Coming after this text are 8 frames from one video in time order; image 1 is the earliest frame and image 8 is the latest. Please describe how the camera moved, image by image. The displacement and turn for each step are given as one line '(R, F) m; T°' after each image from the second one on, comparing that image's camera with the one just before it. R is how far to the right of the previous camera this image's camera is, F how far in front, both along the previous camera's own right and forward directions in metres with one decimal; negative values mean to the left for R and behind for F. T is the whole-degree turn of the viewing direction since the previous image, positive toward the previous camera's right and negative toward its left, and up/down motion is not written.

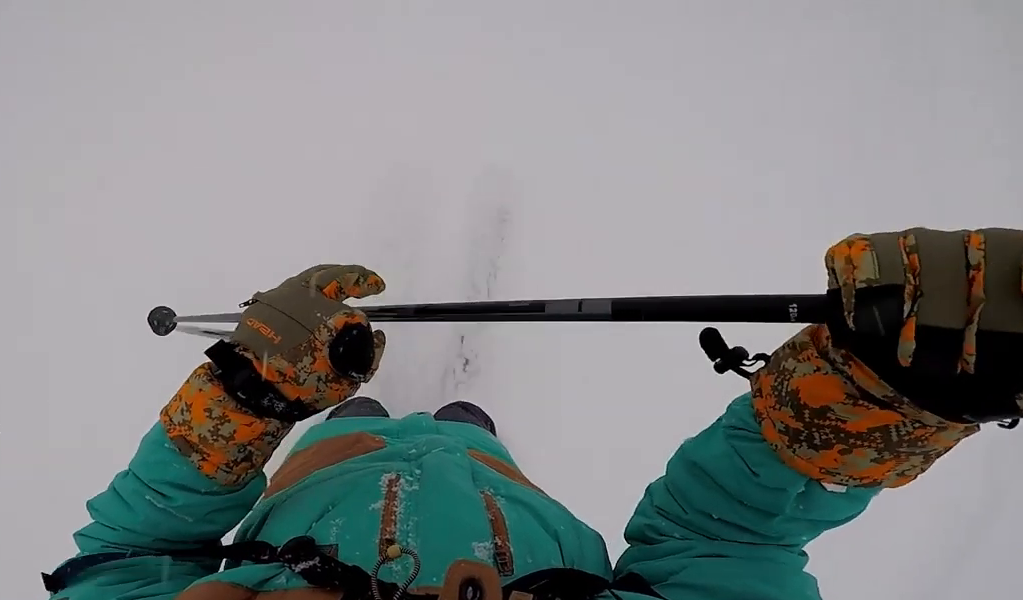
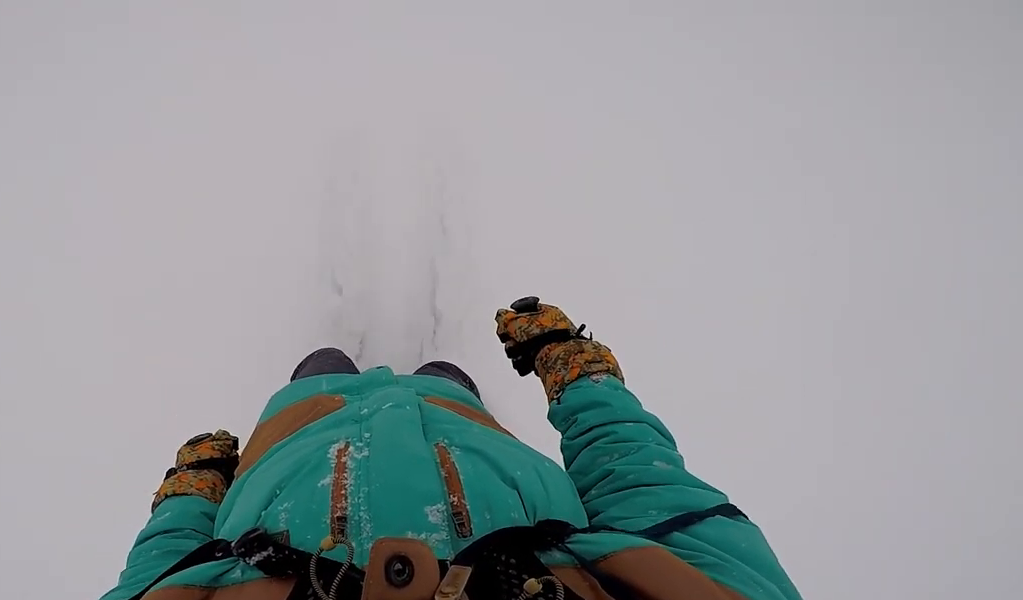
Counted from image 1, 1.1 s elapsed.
(-1.4, +6.7) m; -13°
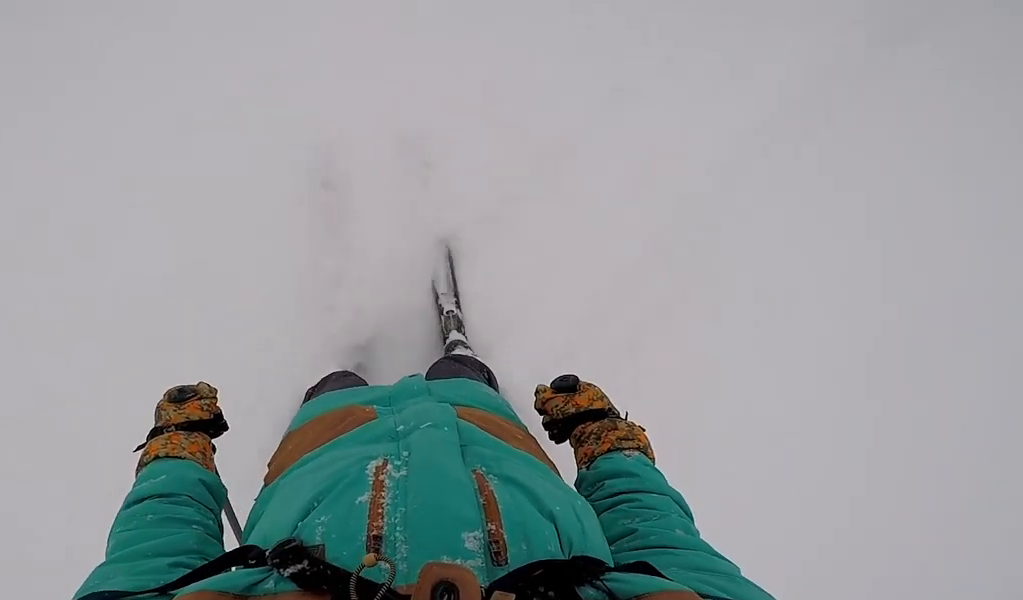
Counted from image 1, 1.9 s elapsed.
(-0.1, +5.1) m; -3°
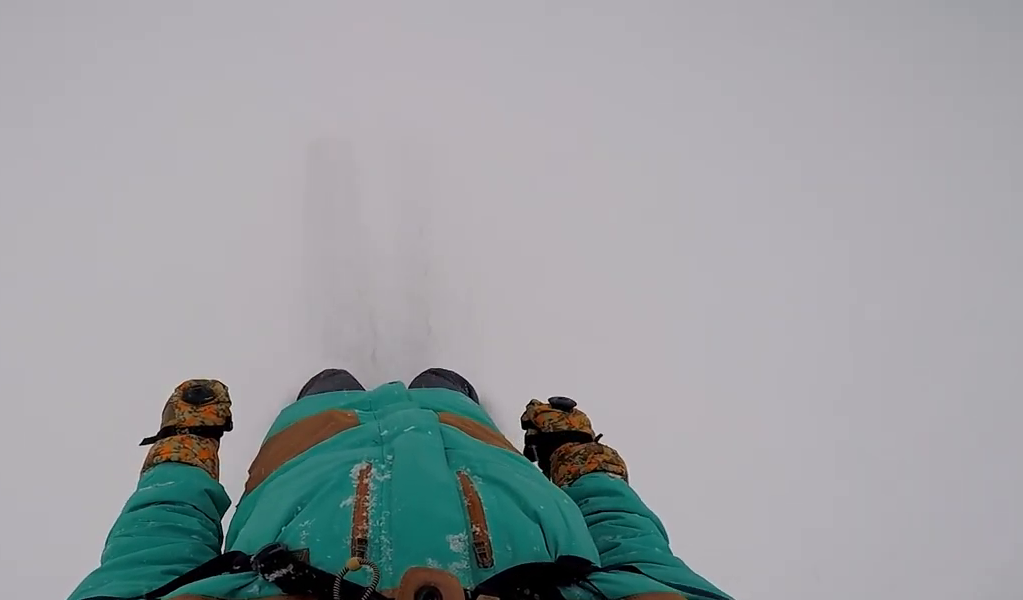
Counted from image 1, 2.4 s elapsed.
(0.0, +3.0) m; -3°
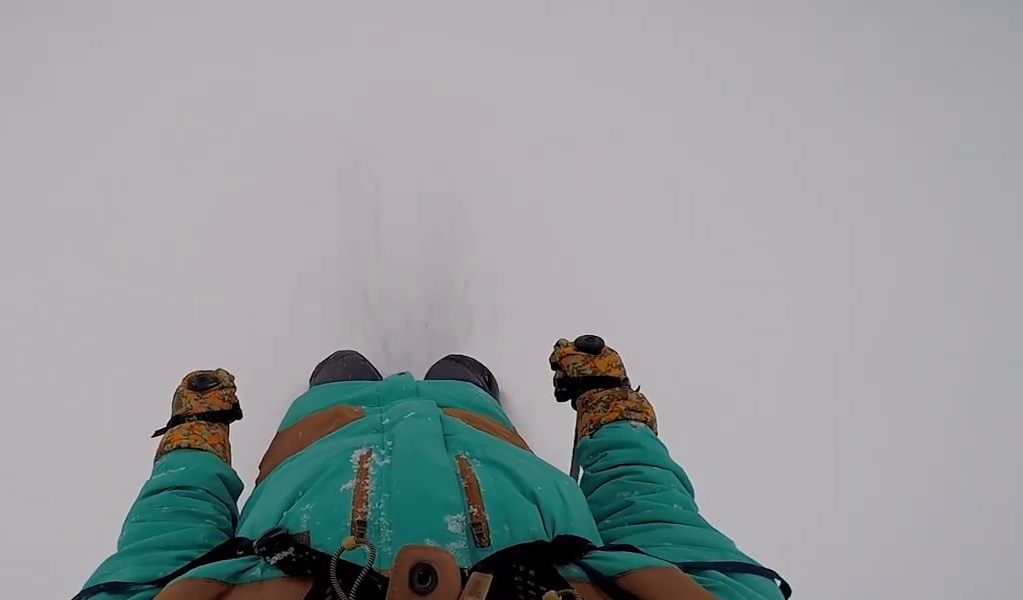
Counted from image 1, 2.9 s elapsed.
(-0.1, +3.5) m; -5°
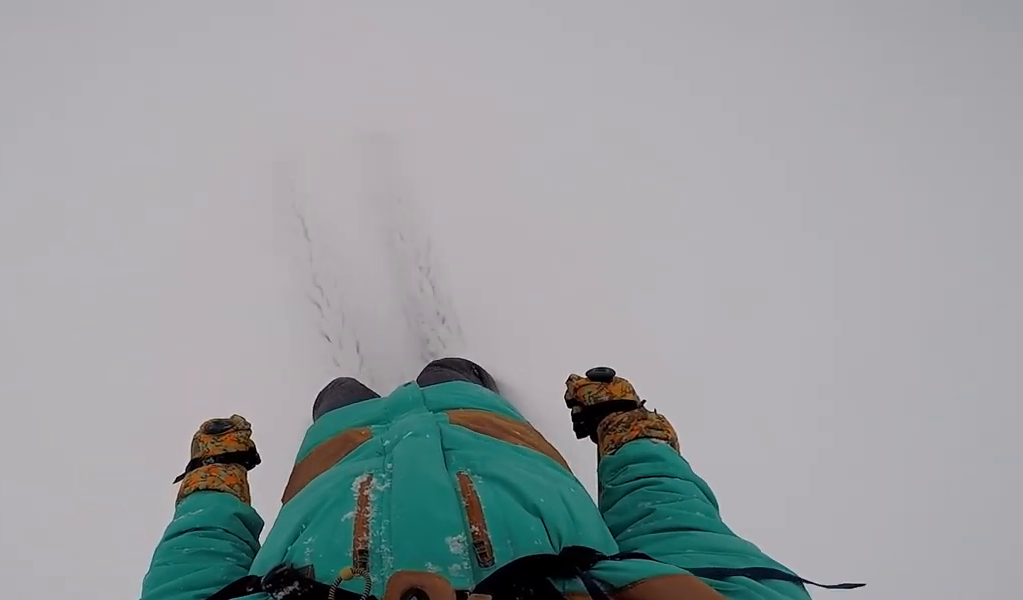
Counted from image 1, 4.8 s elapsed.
(-2.7, +13.4) m; -9°
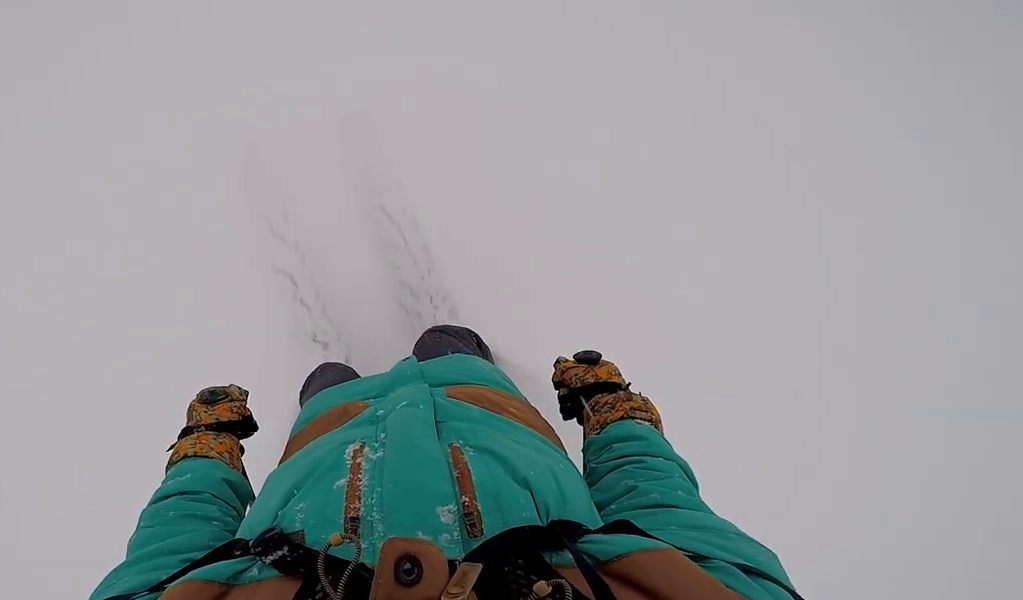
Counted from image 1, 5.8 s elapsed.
(+1.1, +7.2) m; +10°
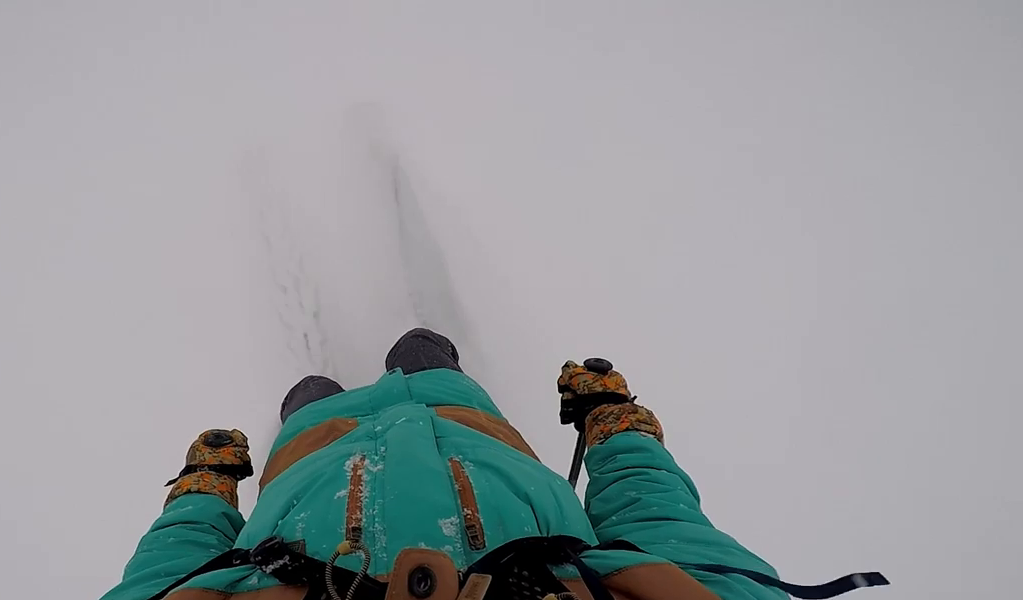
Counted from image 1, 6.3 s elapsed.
(0.0, +3.3) m; +2°
